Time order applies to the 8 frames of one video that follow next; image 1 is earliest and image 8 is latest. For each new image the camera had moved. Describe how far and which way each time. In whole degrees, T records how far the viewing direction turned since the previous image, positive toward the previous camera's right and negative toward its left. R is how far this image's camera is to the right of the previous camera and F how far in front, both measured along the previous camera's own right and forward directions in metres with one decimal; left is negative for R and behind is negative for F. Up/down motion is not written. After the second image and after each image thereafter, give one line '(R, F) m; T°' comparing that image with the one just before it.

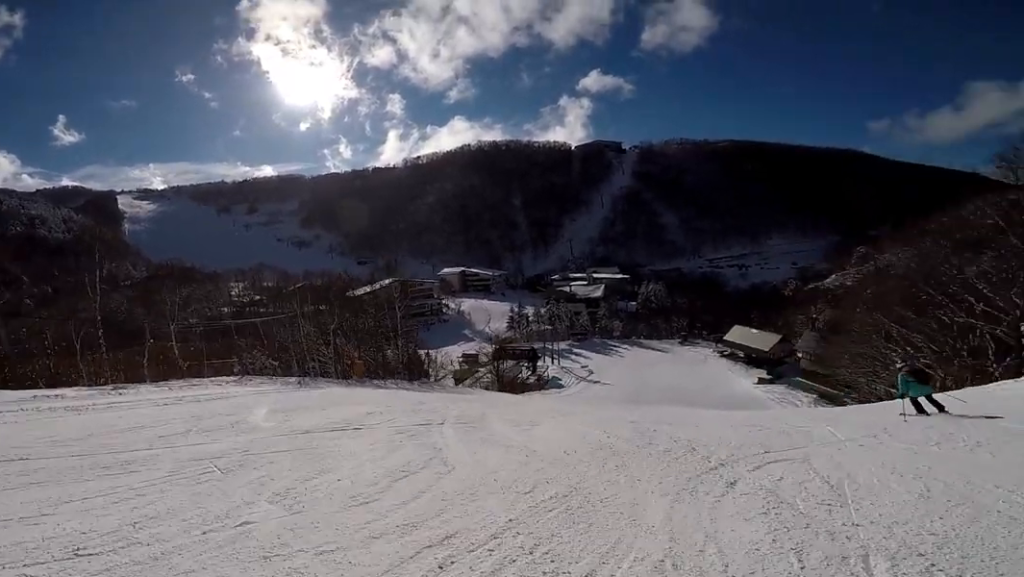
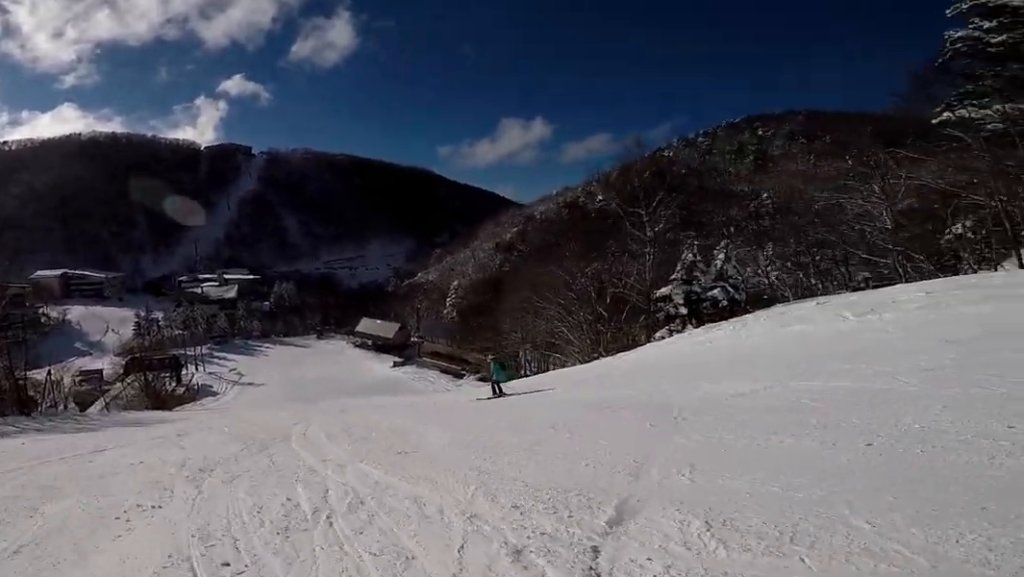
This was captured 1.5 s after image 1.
(+2.4, +6.3) m; +45°
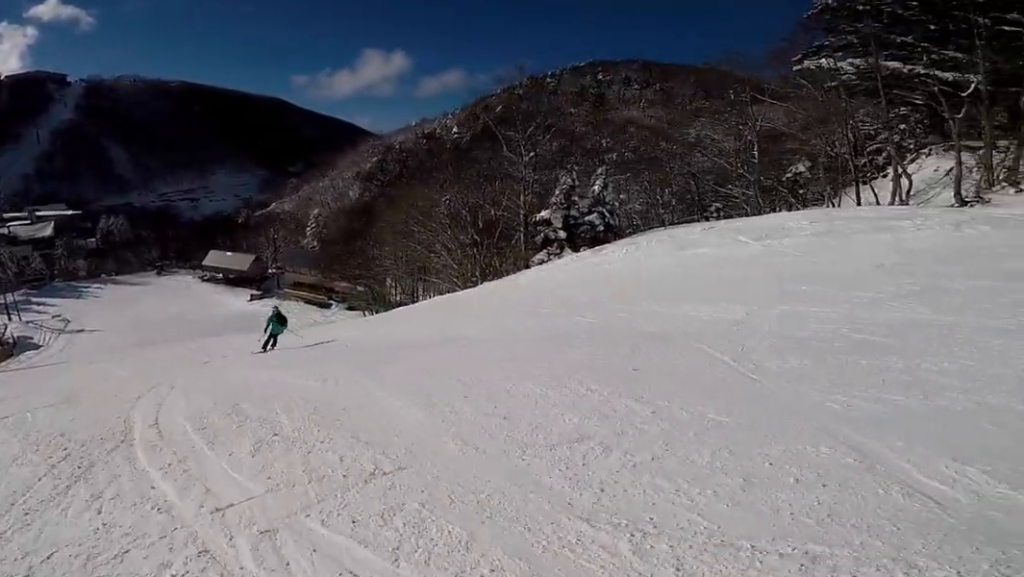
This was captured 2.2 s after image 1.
(+0.7, +2.9) m; +16°
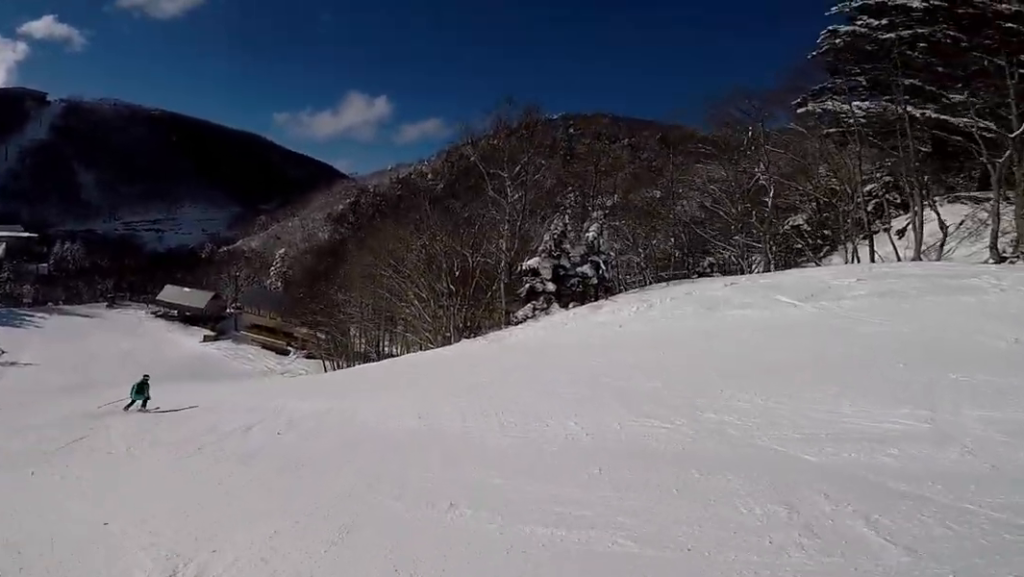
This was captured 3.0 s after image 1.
(0.0, +4.1) m; +14°
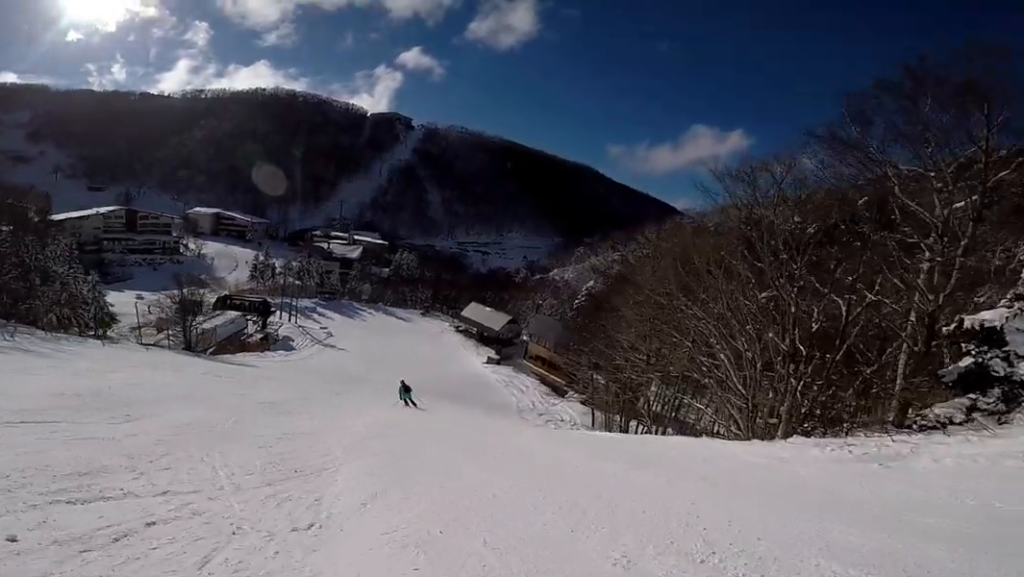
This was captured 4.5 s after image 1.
(+1.1, +7.6) m; -15°
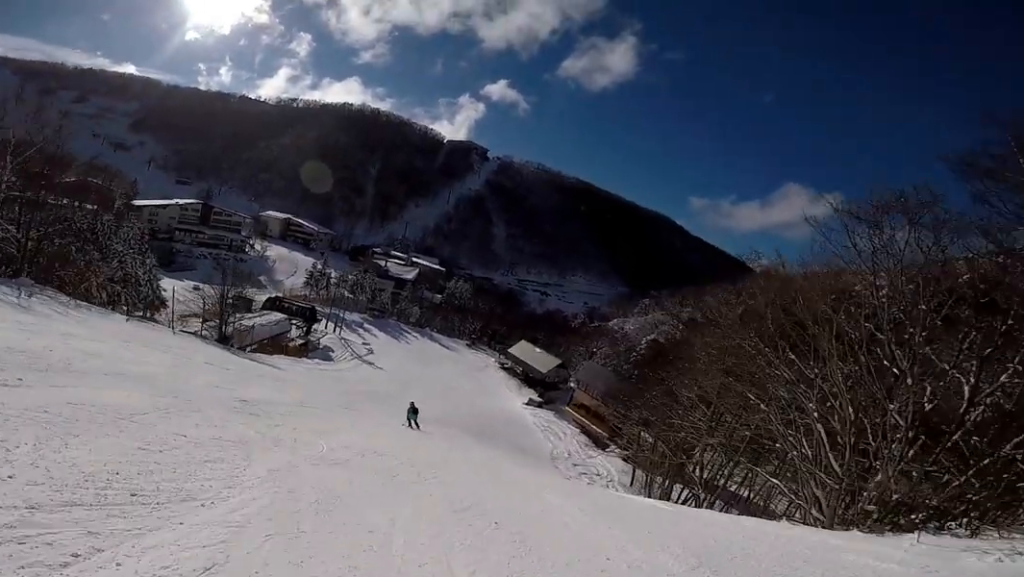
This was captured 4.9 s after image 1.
(+0.2, +2.6) m; -25°
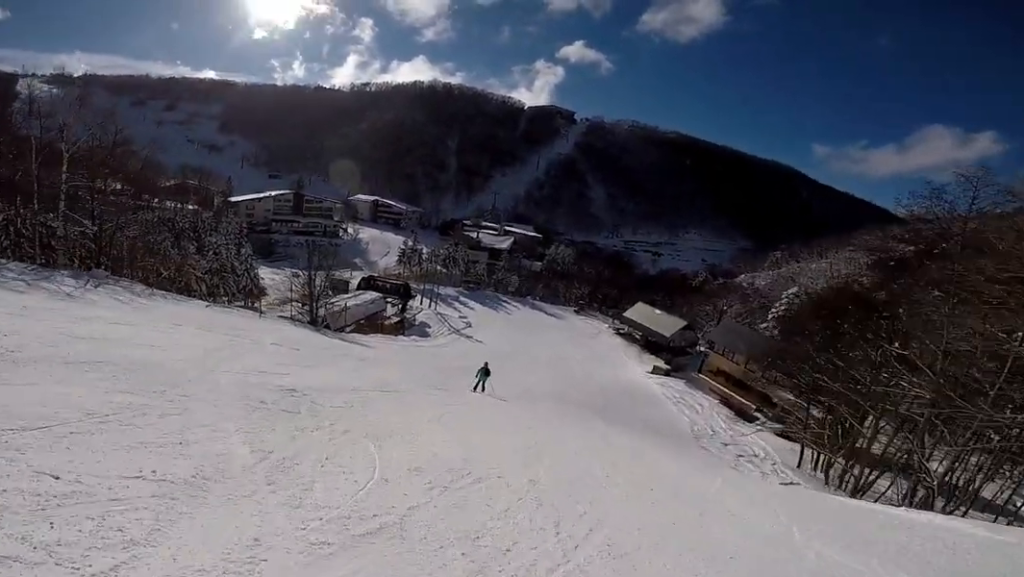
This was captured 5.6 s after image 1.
(-1.8, +3.3) m; -16°
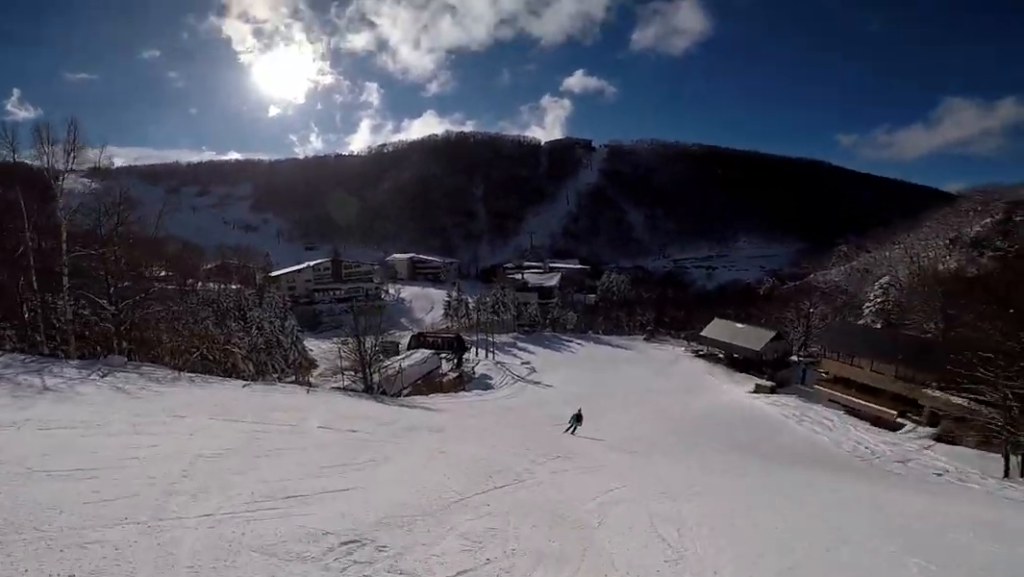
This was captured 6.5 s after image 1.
(-0.7, +5.2) m; +2°
